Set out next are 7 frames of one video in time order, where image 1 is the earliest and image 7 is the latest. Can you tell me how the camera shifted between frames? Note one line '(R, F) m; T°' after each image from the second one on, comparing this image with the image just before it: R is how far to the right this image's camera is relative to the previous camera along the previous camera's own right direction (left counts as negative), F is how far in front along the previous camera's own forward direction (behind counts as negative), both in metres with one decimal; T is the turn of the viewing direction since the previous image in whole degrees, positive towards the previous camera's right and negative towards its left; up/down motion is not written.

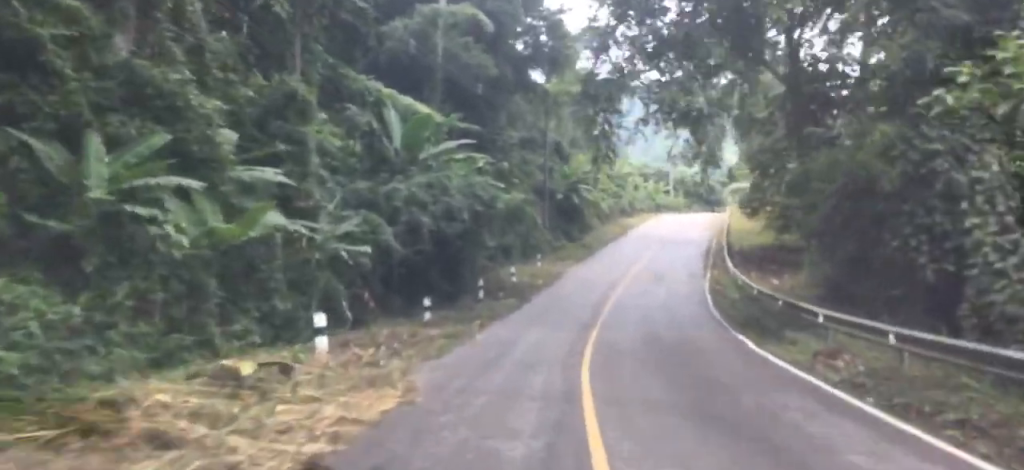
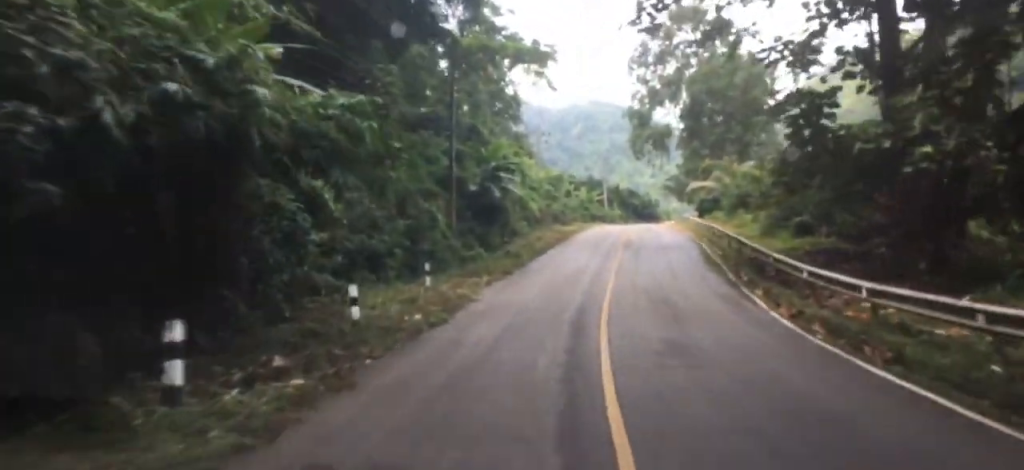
(+0.6, +19.3) m; +5°
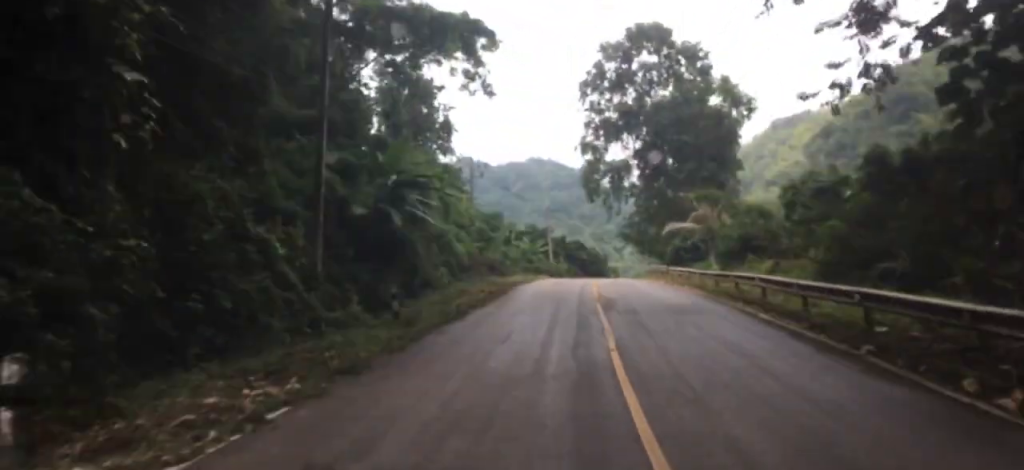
(+0.8, +15.7) m; +4°
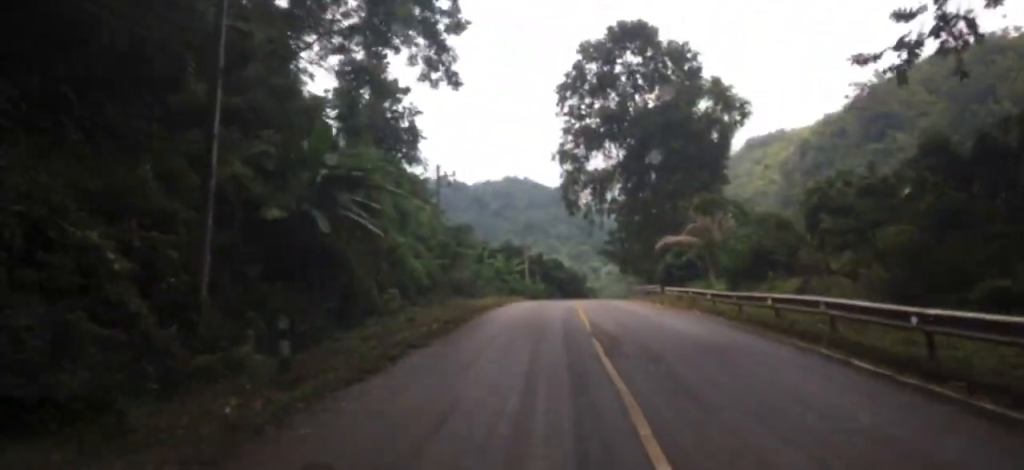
(+0.1, +6.7) m; 0°
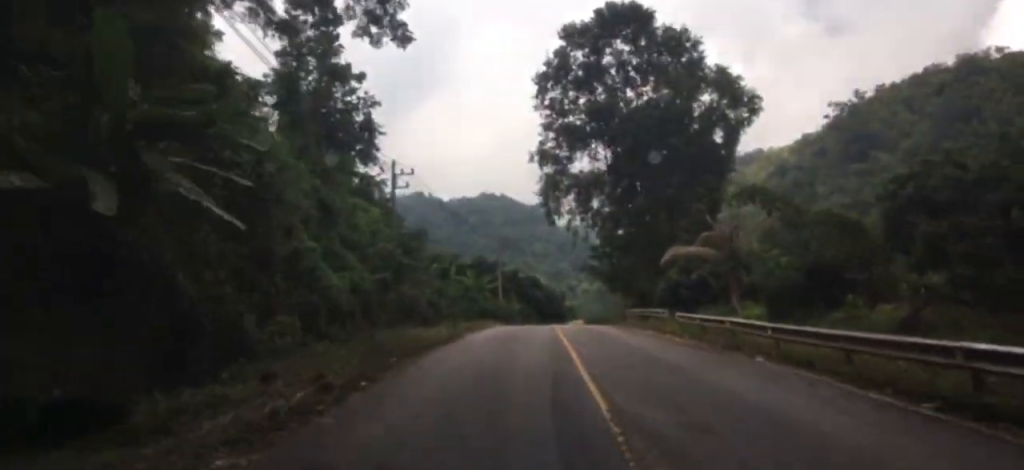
(-0.2, +9.7) m; 0°
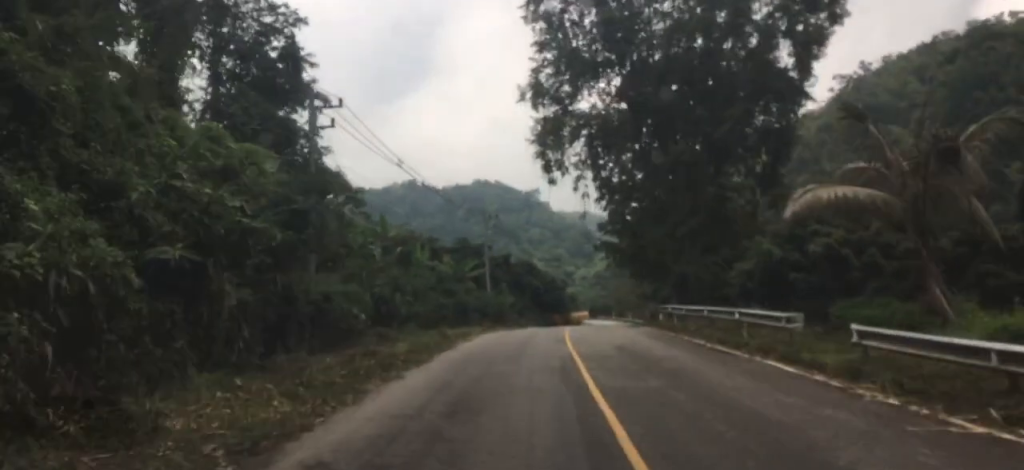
(+0.3, +17.2) m; +2°
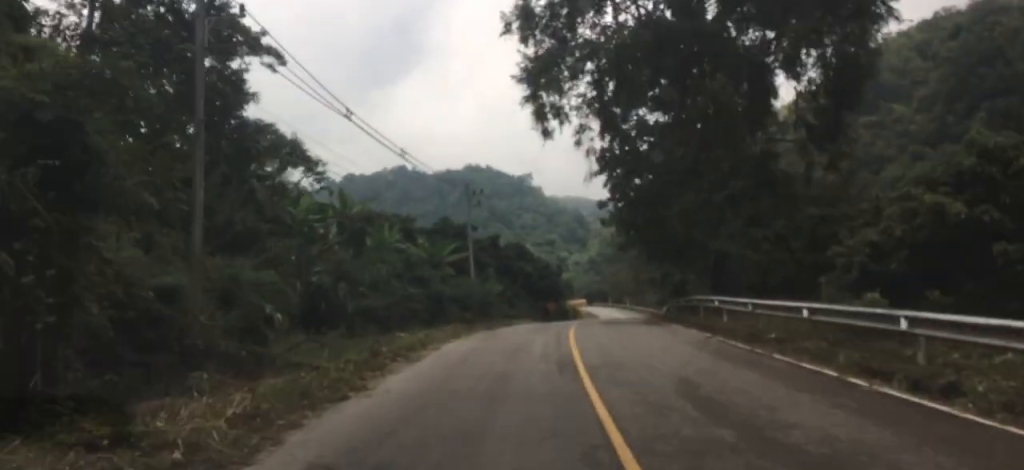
(+0.1, +10.0) m; +1°
